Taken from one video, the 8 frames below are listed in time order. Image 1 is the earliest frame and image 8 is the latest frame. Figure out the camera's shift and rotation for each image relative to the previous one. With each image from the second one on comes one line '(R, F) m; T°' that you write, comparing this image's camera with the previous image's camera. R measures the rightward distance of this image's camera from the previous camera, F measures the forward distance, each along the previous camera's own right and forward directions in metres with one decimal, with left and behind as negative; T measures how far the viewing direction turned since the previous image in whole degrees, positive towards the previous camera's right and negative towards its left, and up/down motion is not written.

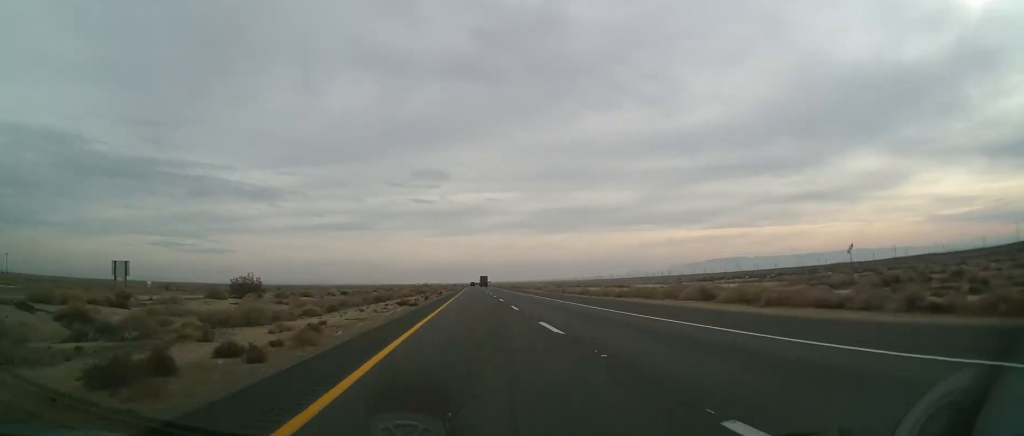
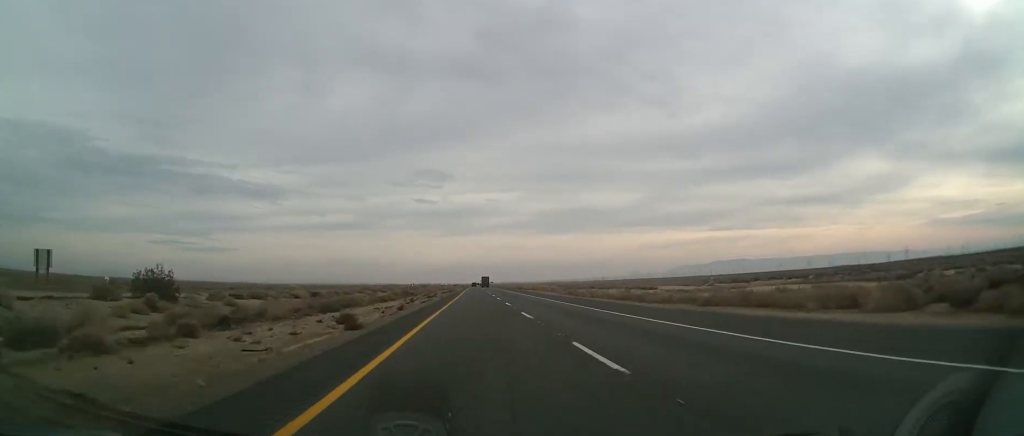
(0.0, +20.9) m; 0°
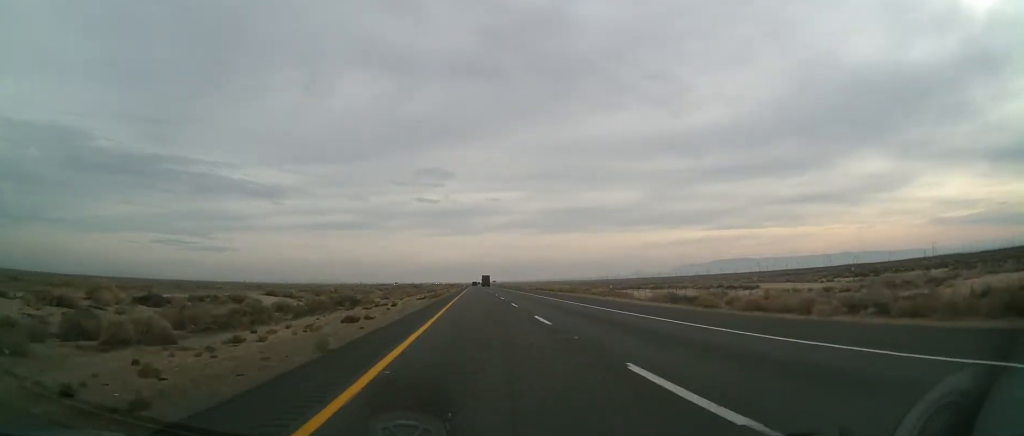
(+0.2, +47.8) m; +1°
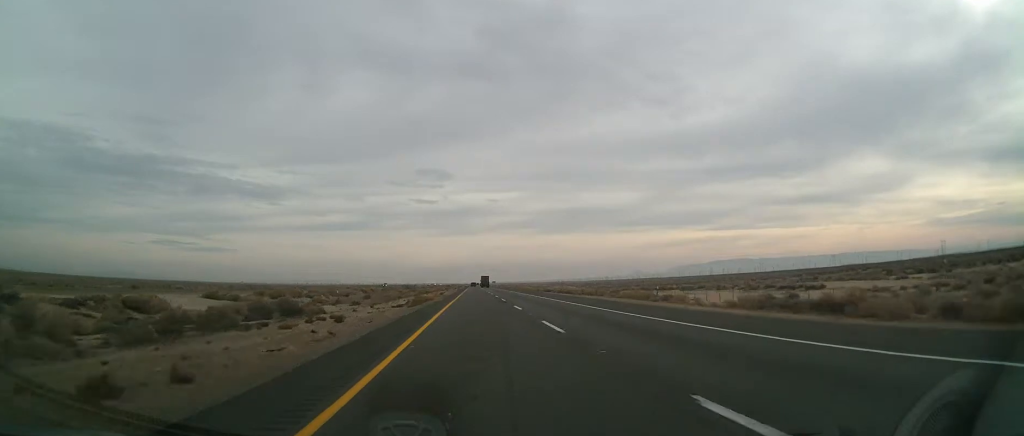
(0.0, +17.5) m; 0°
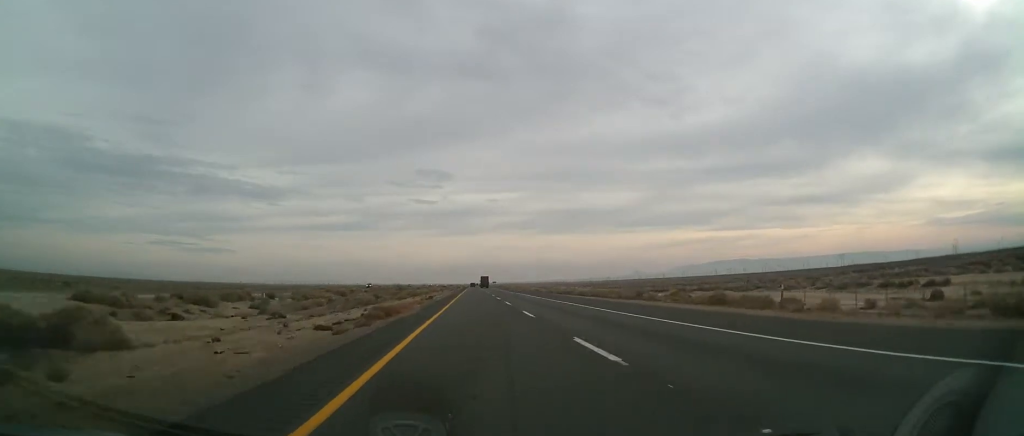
(0.0, +21.1) m; 0°
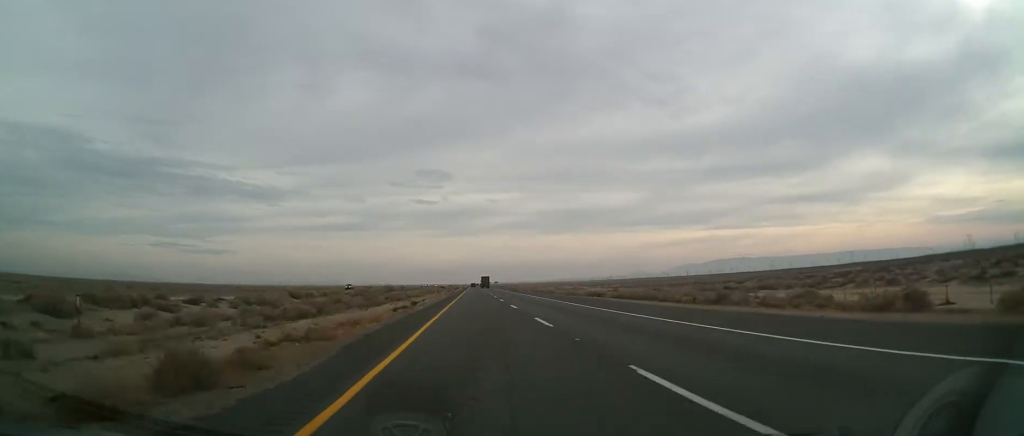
(0.0, +20.0) m; 0°
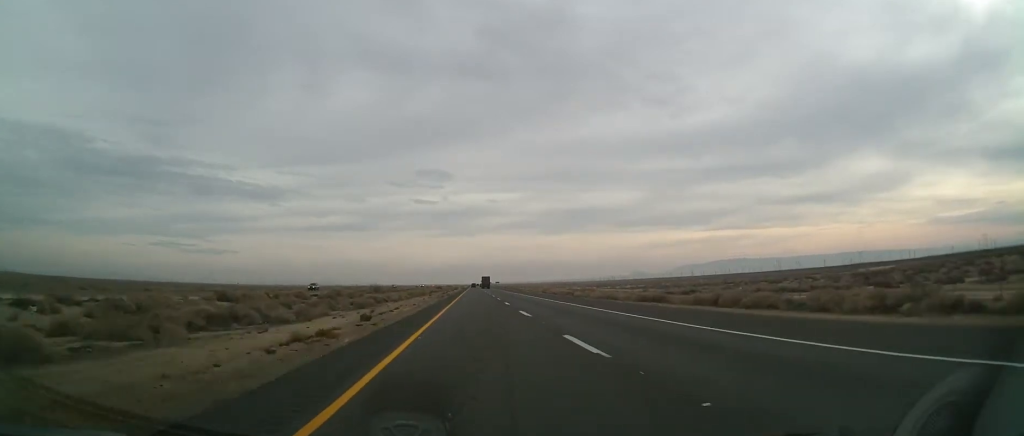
(+0.1, +22.4) m; -1°
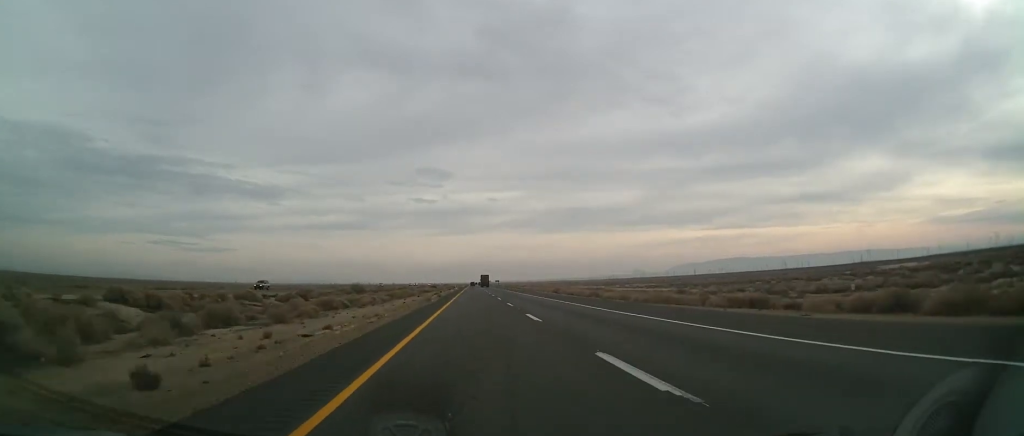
(-0.2, +18.9) m; 0°
